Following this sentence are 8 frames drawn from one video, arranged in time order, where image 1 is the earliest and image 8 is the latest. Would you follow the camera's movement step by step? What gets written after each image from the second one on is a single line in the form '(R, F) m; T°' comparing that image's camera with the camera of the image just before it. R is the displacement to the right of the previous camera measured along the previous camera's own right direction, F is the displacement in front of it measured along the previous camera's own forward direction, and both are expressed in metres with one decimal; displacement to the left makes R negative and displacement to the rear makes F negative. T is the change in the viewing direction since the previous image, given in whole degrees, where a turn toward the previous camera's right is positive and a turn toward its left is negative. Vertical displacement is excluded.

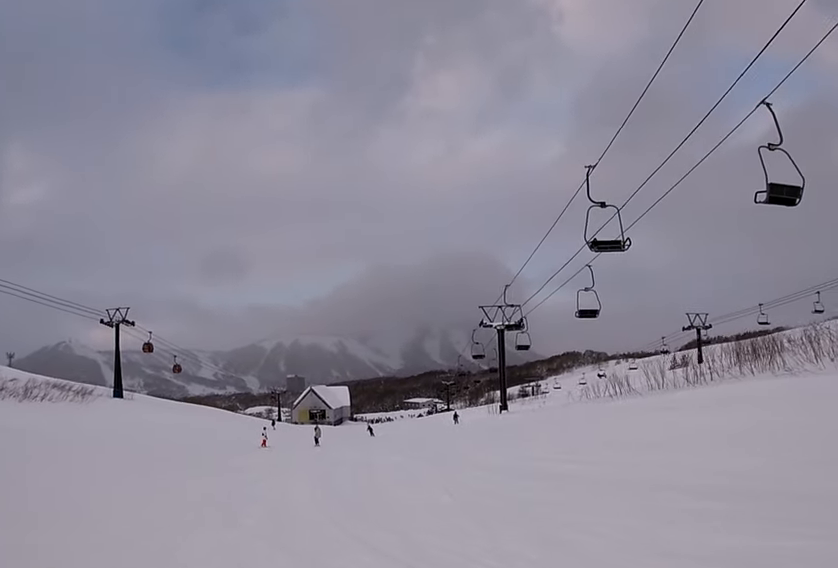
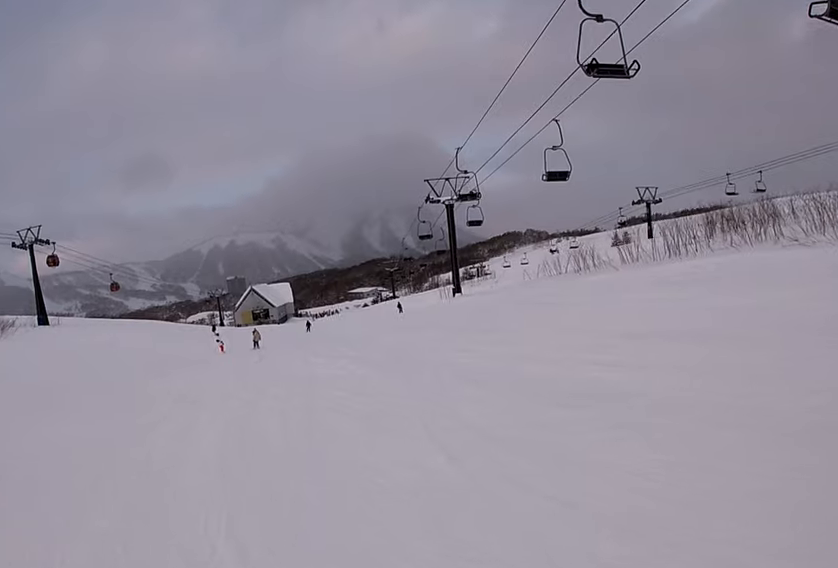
(0.0, +4.0) m; 0°
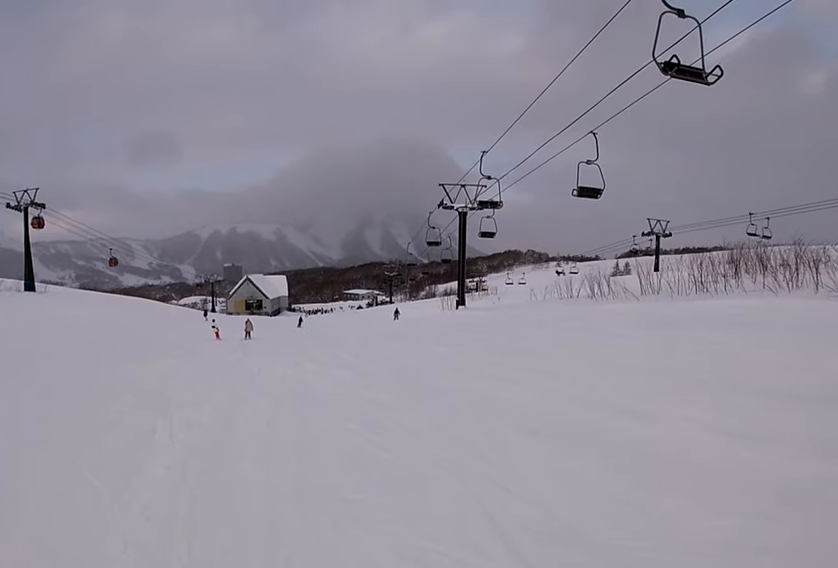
(0.0, +1.8) m; 0°
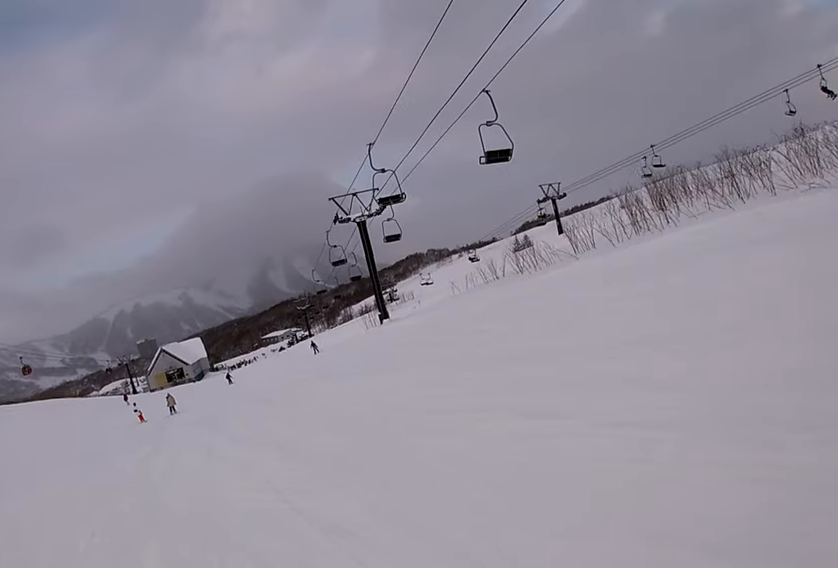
(0.0, +3.3) m; 0°
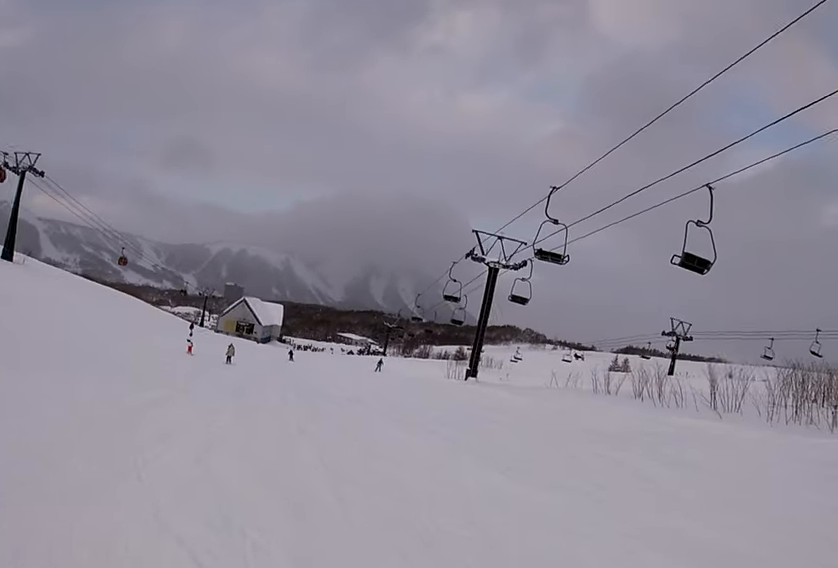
(0.0, +3.2) m; 0°
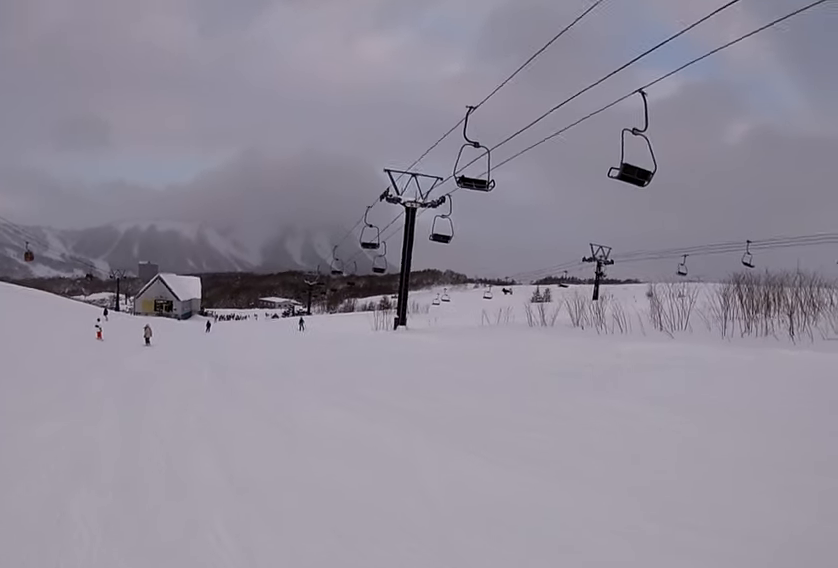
(0.0, +1.9) m; 0°
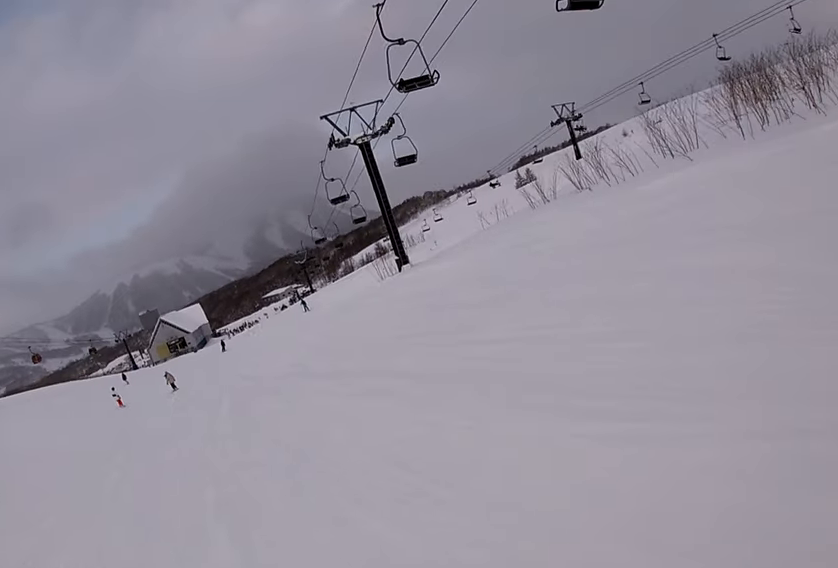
(0.0, +1.8) m; 0°
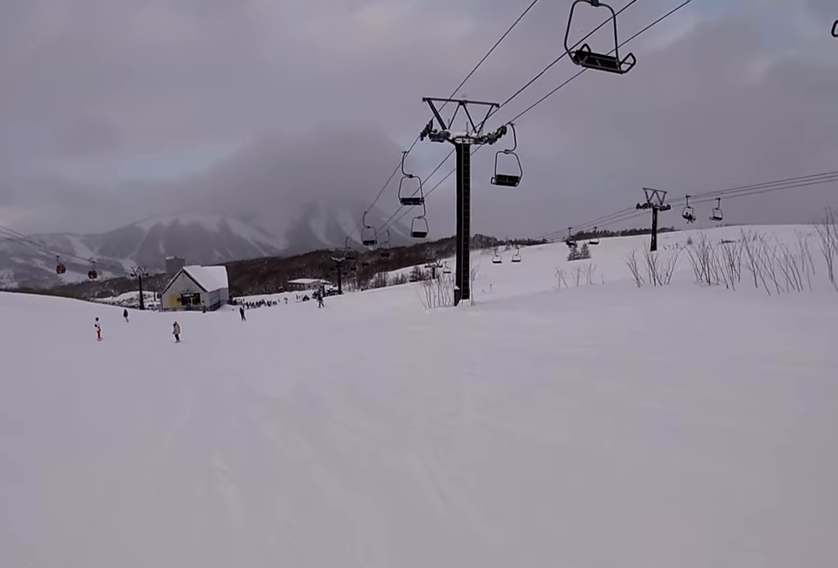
(0.0, +5.0) m; 0°
